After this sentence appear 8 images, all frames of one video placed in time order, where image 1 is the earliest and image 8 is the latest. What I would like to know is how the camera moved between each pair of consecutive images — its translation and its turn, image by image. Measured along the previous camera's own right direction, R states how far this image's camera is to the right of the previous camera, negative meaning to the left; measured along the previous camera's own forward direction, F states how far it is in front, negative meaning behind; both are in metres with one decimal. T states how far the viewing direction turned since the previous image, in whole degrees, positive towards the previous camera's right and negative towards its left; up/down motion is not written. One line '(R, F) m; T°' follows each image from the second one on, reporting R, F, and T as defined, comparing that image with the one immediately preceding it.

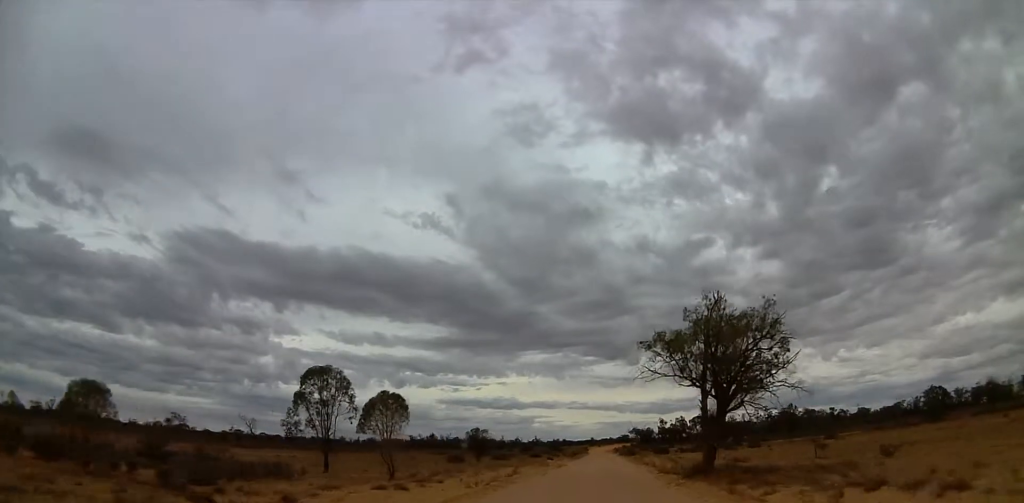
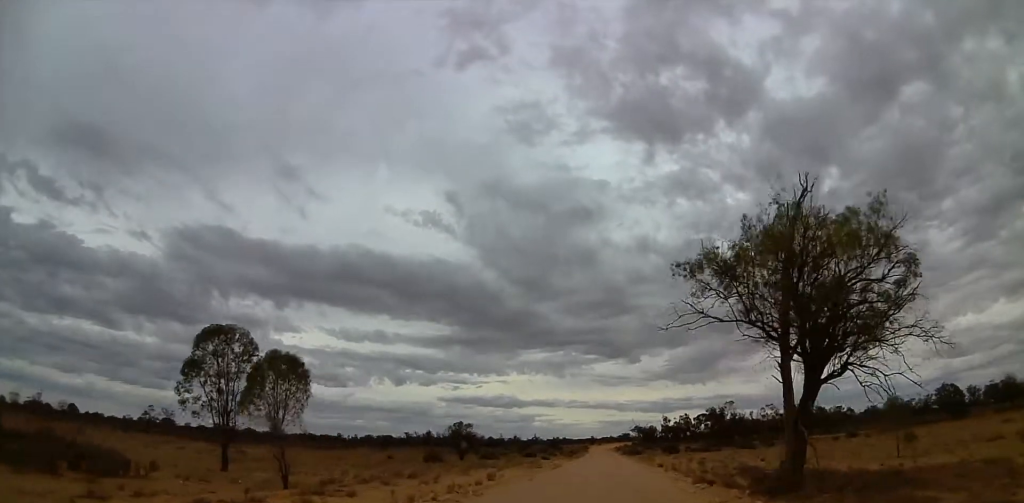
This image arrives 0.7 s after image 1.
(-1.0, +9.5) m; 0°
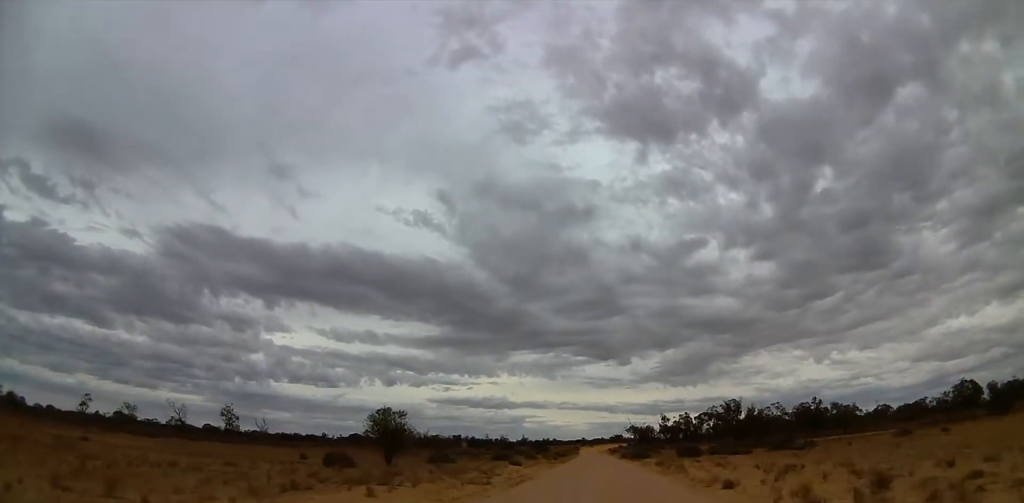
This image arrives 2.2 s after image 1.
(+1.7, +19.8) m; +2°
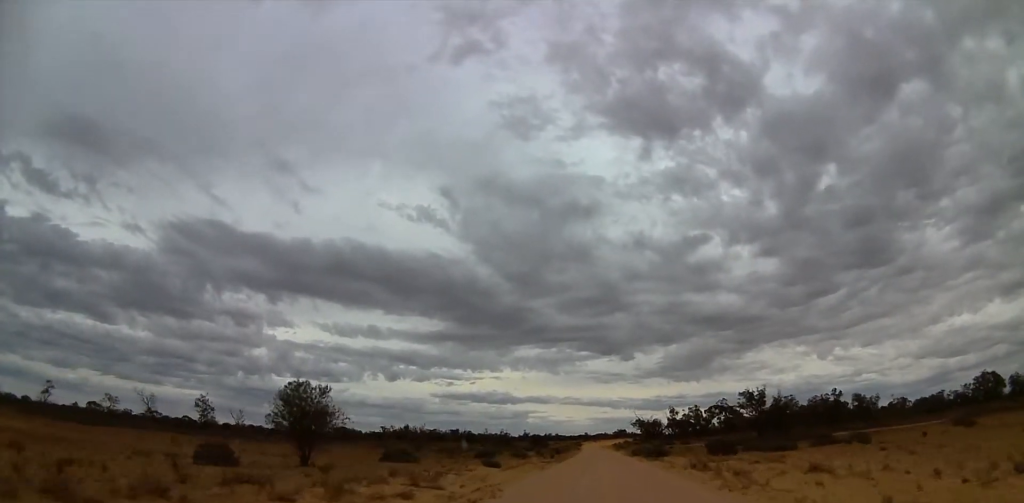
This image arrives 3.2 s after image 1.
(-0.4, +12.6) m; -2°
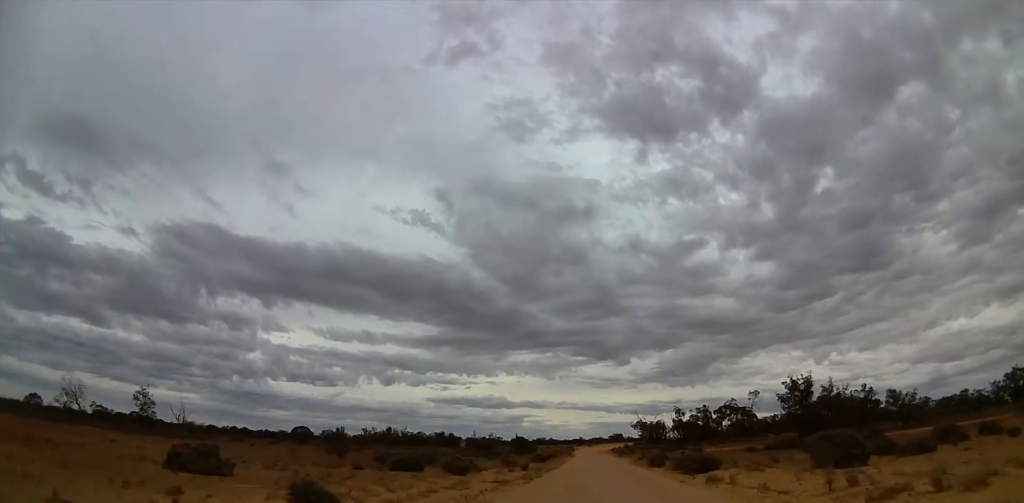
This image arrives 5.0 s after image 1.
(-0.1, +21.7) m; 0°
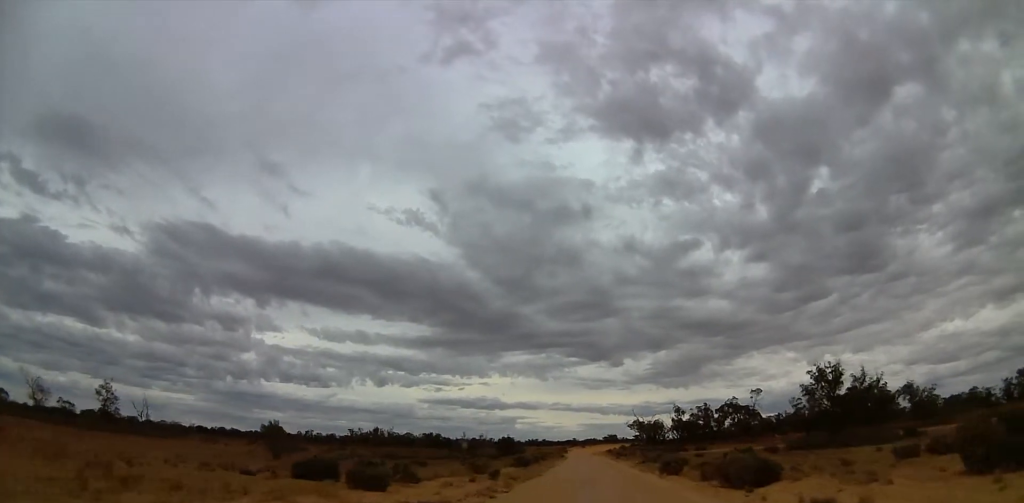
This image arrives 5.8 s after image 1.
(0.0, +10.8) m; +1°
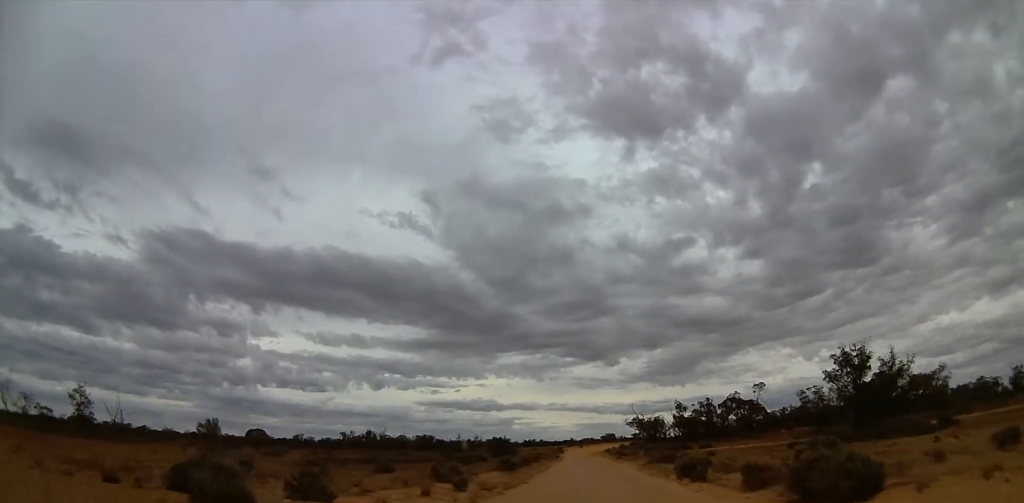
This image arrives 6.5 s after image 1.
(-0.1, +7.5) m; +2°
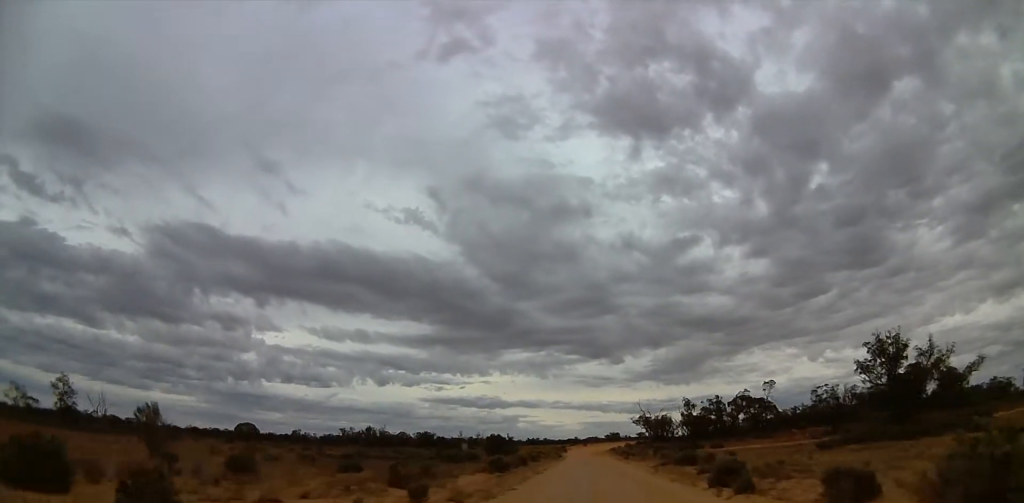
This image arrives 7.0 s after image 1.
(+0.2, +6.4) m; +1°
